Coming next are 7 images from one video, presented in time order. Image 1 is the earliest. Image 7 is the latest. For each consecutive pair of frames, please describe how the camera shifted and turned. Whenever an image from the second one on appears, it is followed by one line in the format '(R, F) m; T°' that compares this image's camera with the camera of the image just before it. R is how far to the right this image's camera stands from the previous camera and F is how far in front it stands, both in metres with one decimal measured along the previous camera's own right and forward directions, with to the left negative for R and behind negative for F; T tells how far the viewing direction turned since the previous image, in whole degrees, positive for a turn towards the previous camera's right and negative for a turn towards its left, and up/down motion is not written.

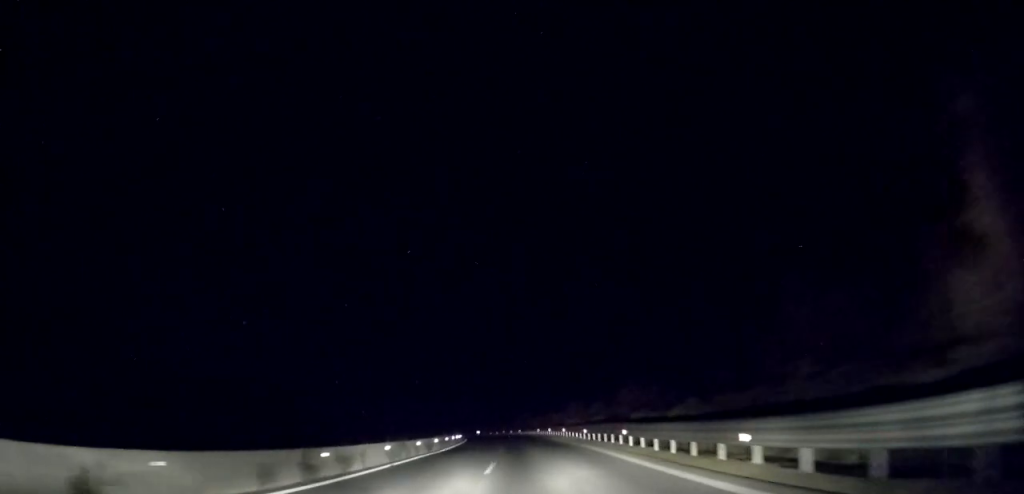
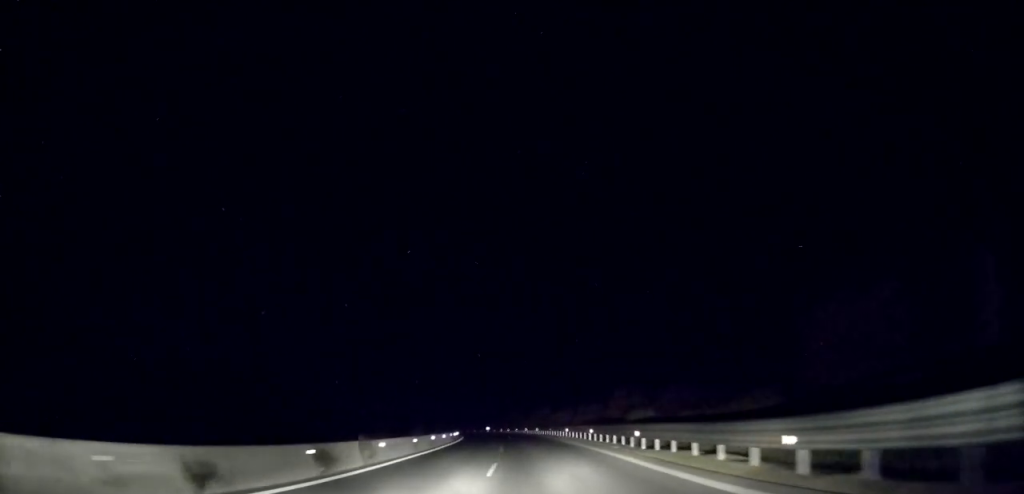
(-0.1, +25.6) m; -2°
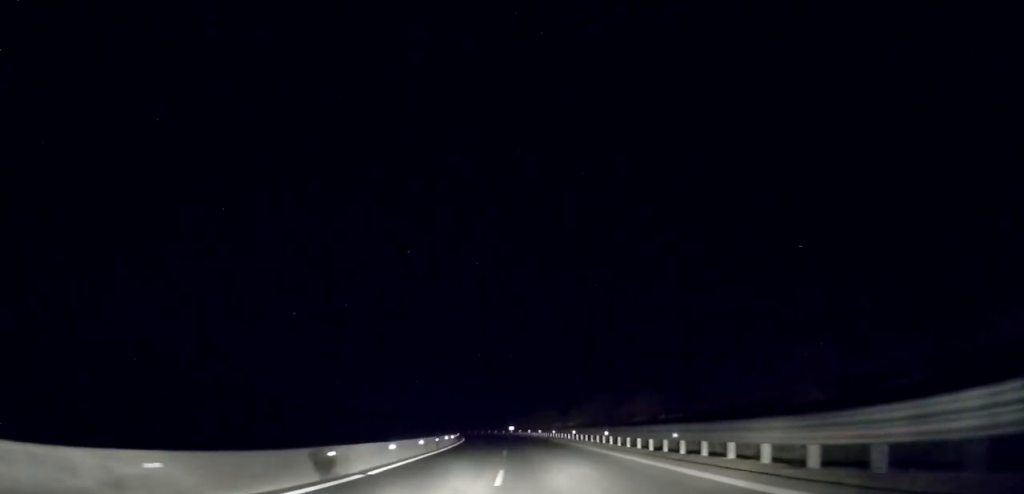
(-1.5, +39.4) m; -3°
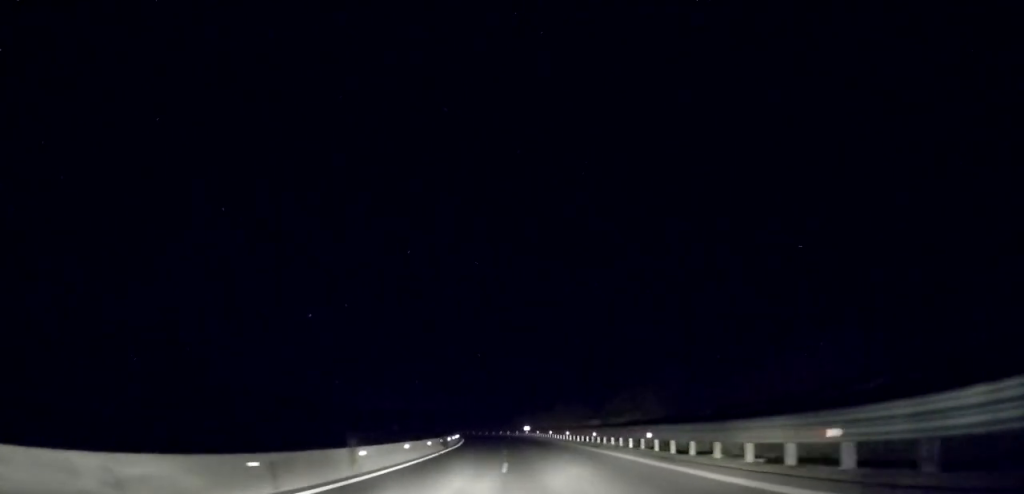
(-0.2, +21.0) m; -1°
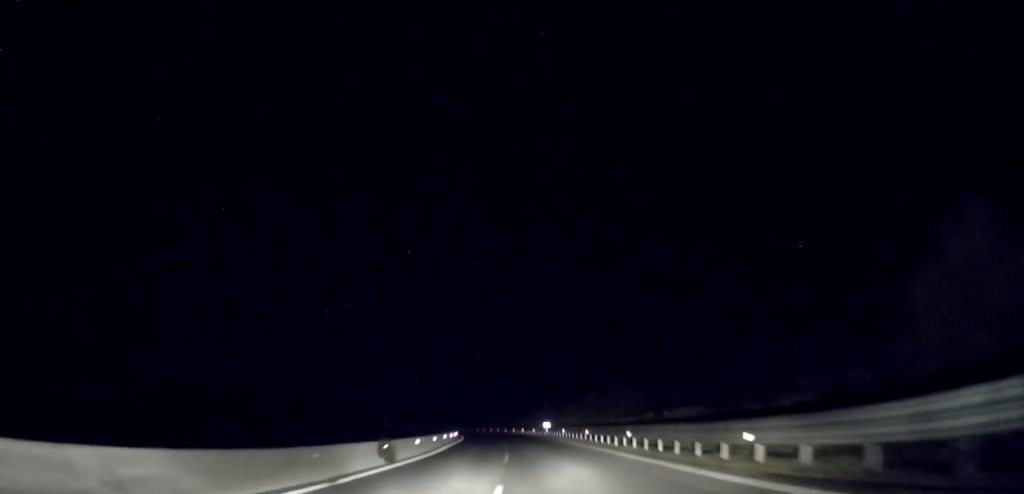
(0.0, +20.8) m; -1°
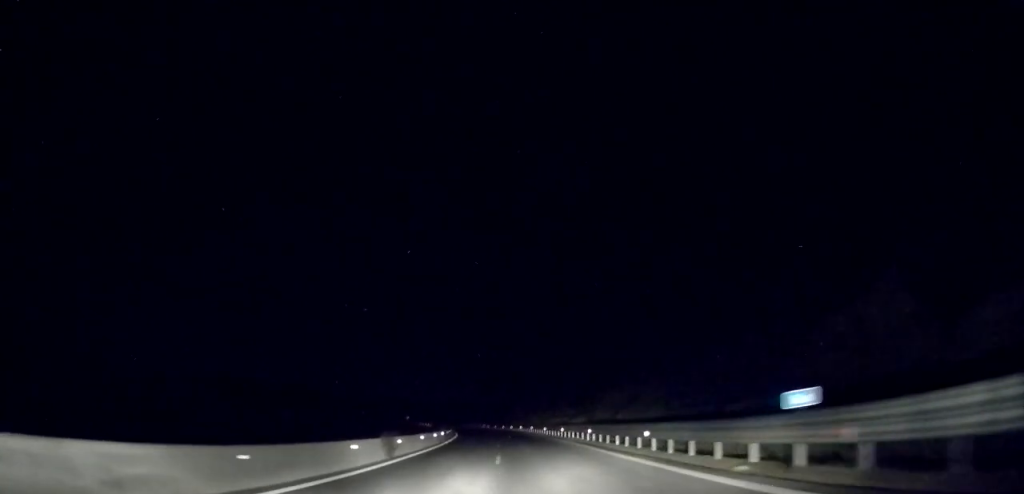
(-1.7, +51.6) m; -4°
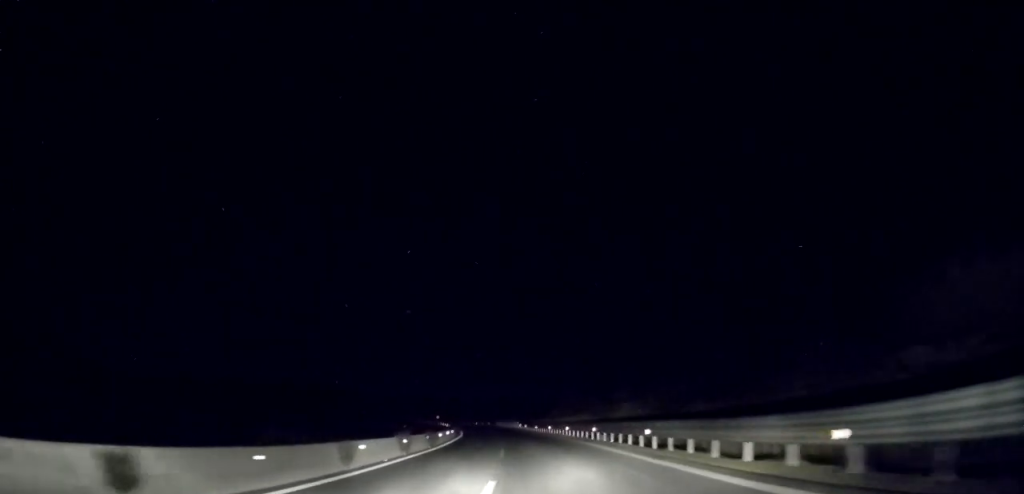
(-2.2, +47.9) m; -4°
